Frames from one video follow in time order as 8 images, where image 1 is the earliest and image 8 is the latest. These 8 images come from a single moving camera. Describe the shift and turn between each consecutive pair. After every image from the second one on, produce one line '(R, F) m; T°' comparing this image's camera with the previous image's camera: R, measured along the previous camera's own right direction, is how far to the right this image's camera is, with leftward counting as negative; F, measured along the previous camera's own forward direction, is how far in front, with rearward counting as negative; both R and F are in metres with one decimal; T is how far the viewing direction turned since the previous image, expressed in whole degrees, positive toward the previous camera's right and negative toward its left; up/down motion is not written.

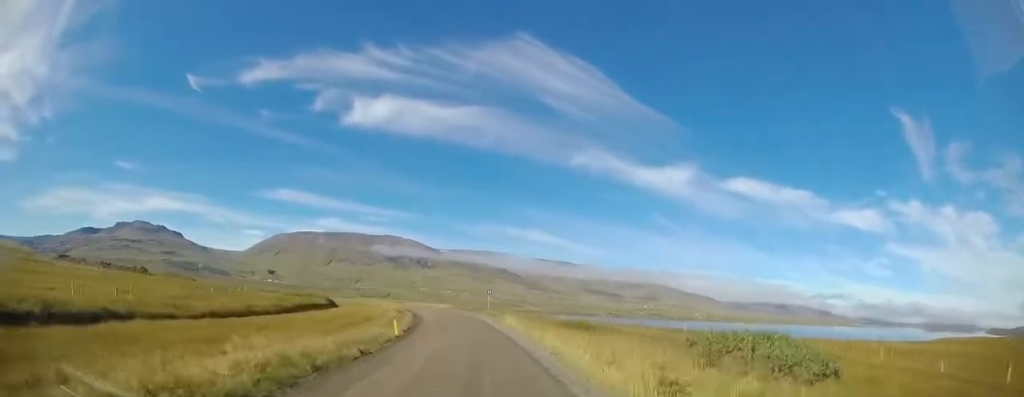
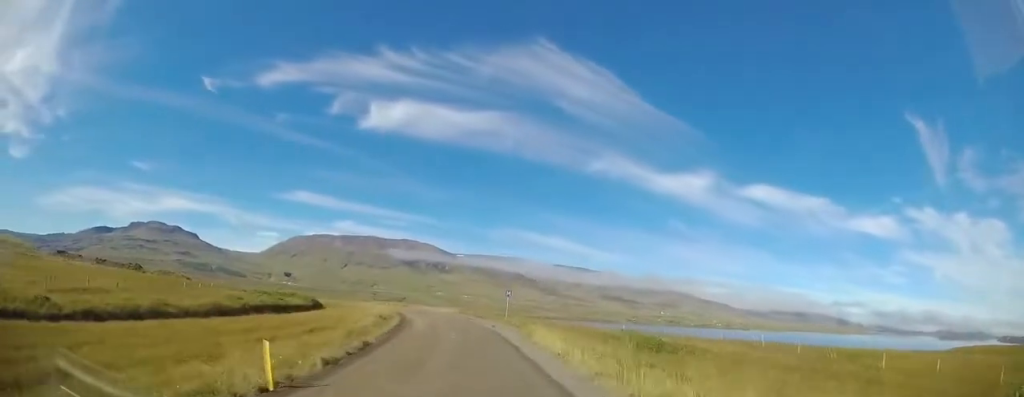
(-0.3, +11.3) m; -1°
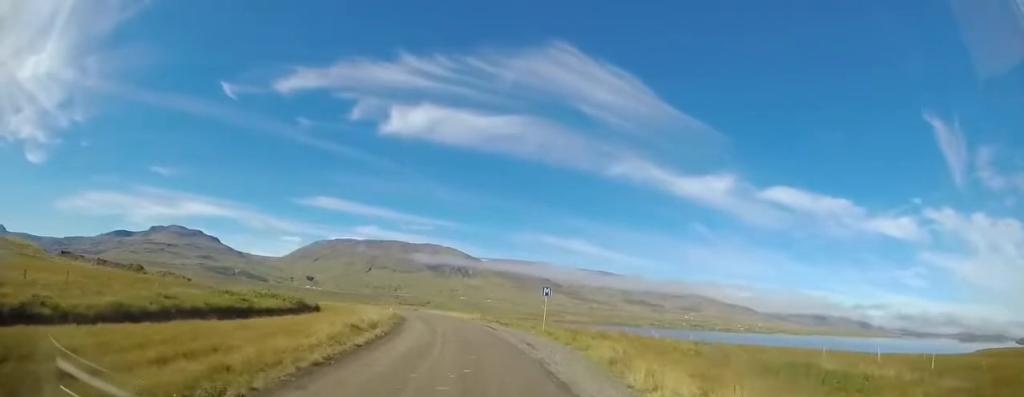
(0.0, +10.1) m; -1°
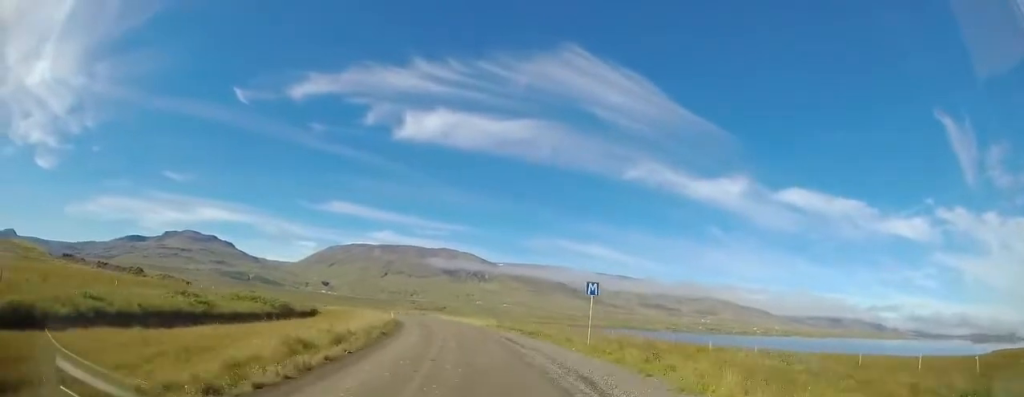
(0.0, +7.0) m; -3°
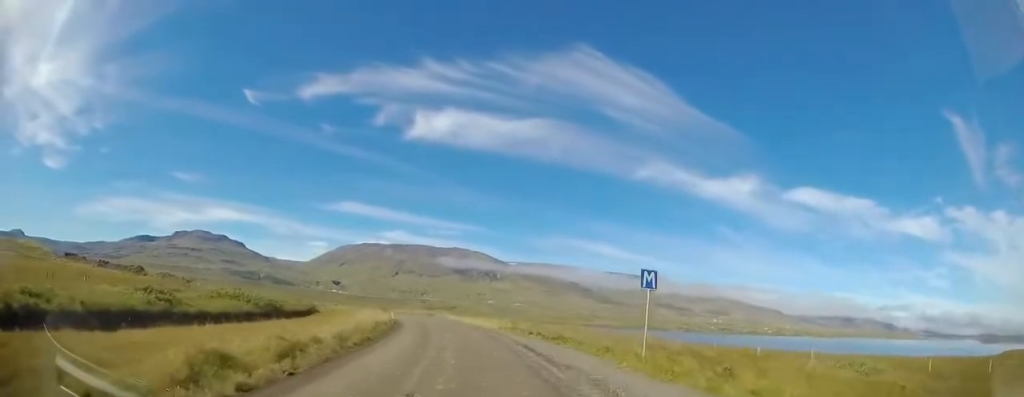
(0.0, +4.6) m; -2°
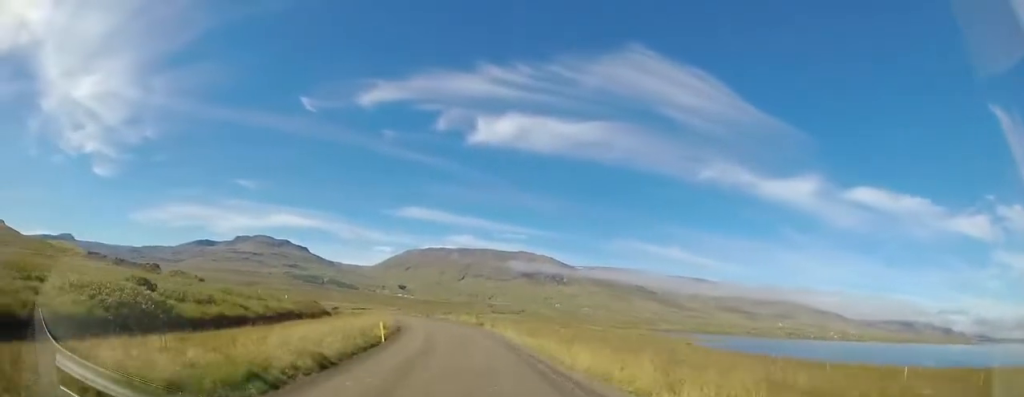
(-2.0, +20.2) m; -12°
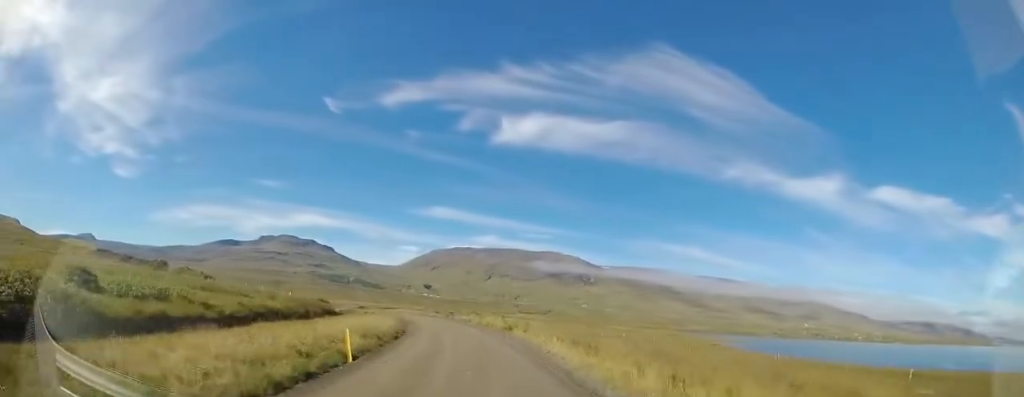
(-0.4, +6.9) m; -2°
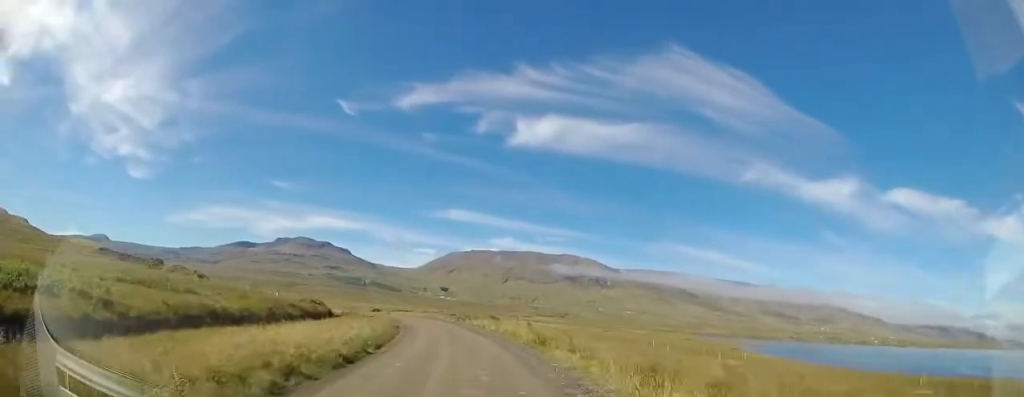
(-0.2, +8.3) m; -2°
